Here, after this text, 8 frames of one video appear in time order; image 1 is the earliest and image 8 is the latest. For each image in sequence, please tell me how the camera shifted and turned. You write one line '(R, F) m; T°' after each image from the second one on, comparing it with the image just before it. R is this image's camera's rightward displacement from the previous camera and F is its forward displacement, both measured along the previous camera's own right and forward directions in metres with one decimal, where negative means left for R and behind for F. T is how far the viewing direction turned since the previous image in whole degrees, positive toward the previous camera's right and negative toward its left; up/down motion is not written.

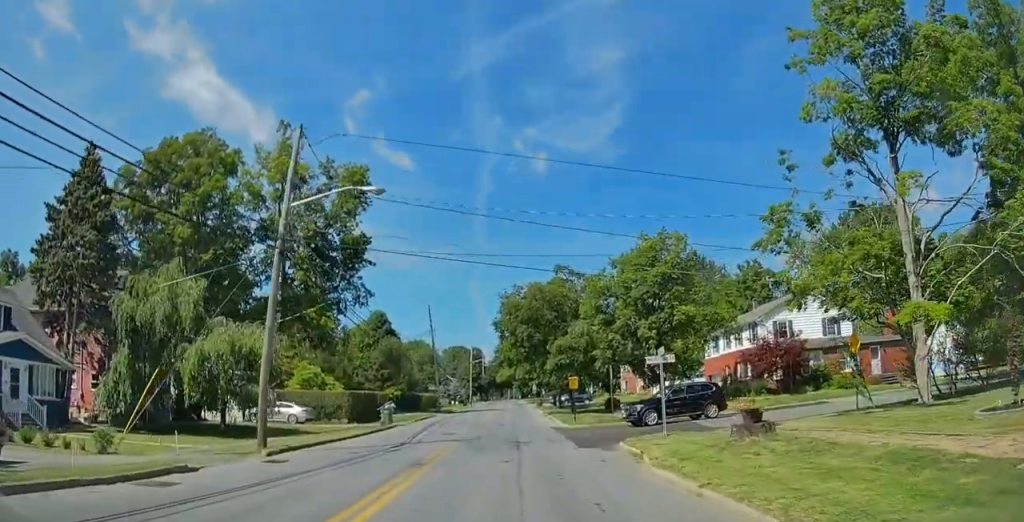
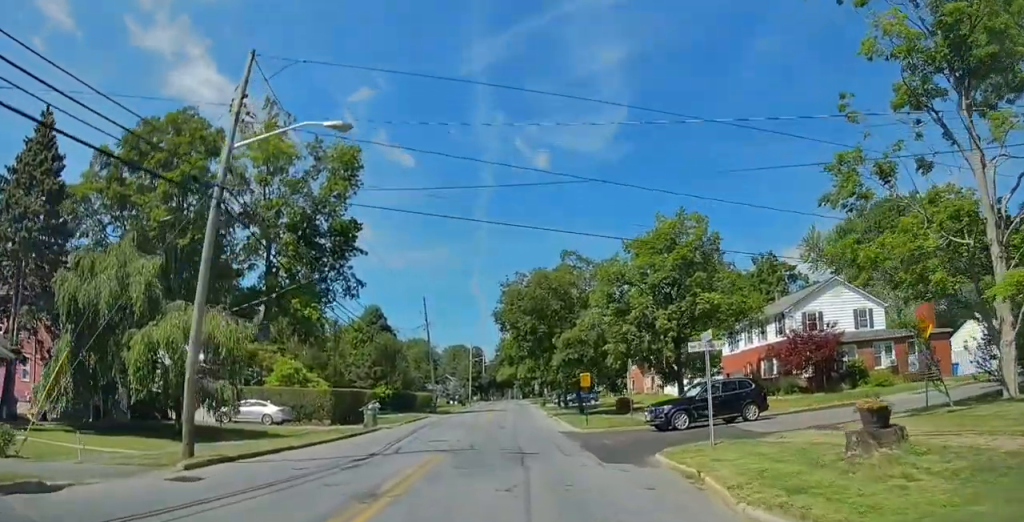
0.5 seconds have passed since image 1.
(0.0, +5.0) m; 0°
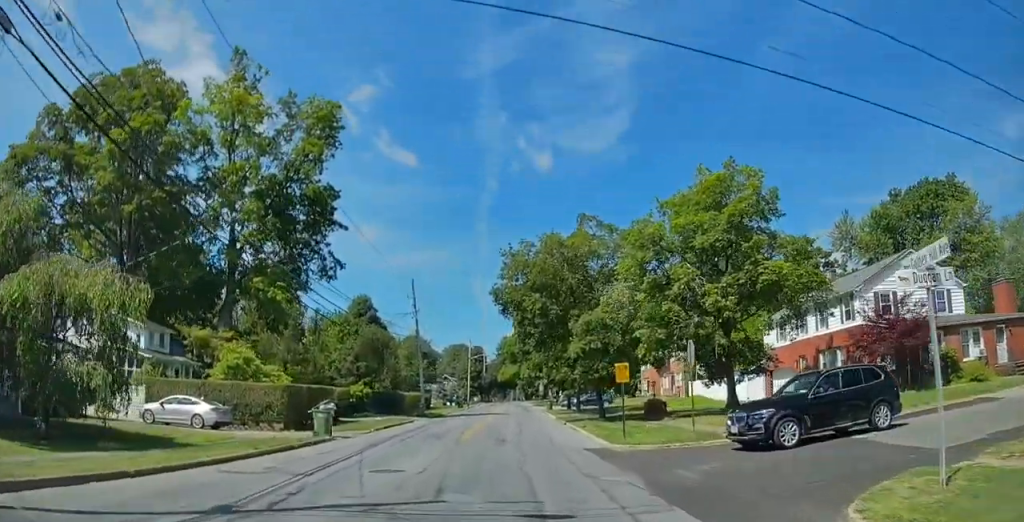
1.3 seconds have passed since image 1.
(-0.2, +9.6) m; -1°
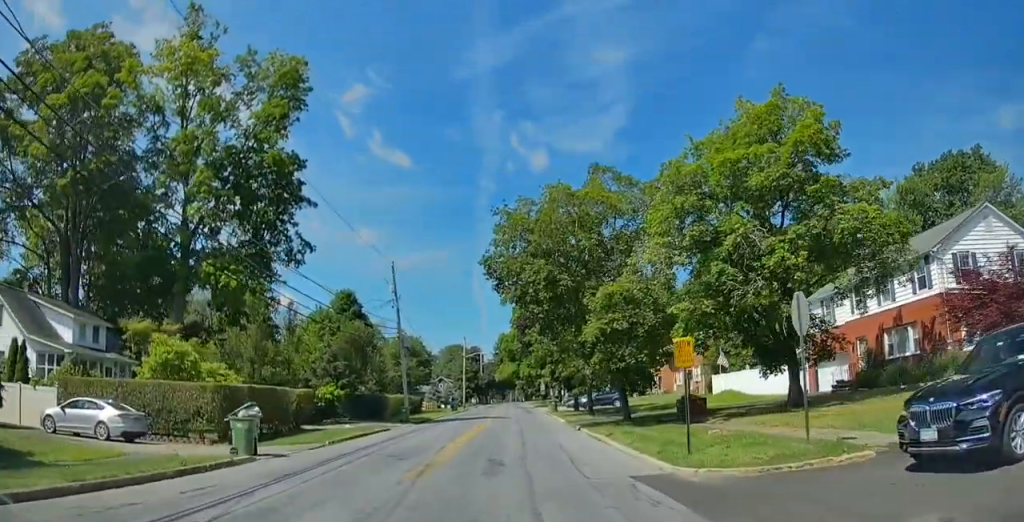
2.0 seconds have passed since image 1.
(0.0, +7.7) m; +1°
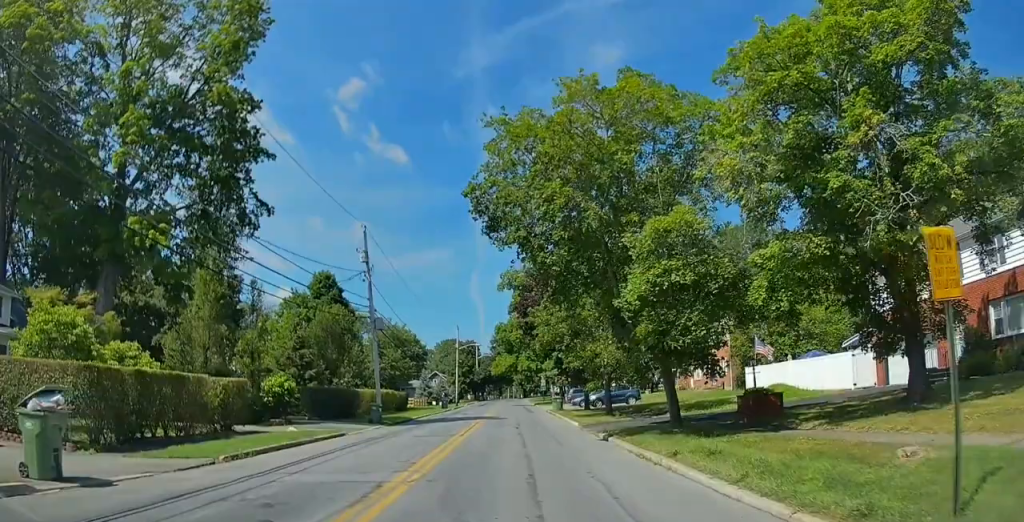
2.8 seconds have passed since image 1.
(+0.1, +8.9) m; +1°
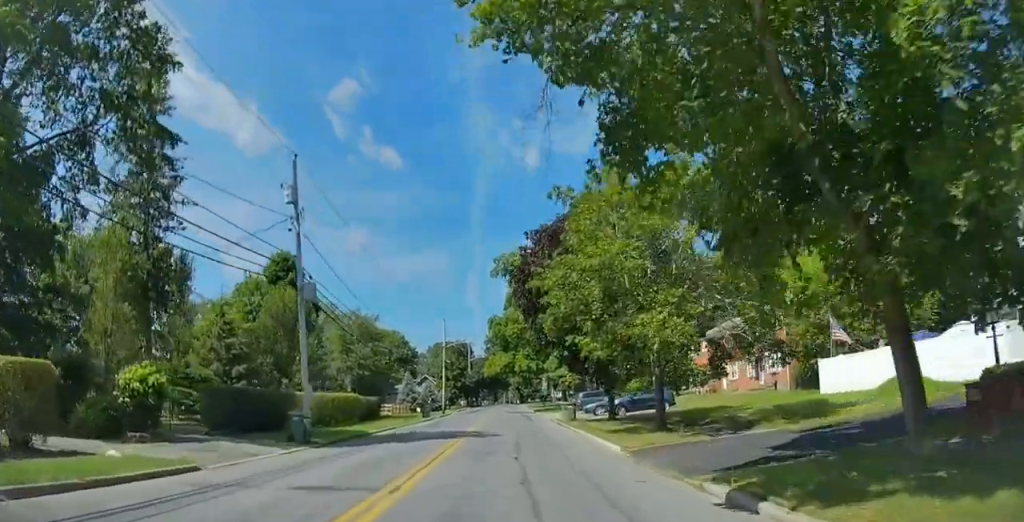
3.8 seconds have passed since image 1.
(+0.1, +12.1) m; 0°
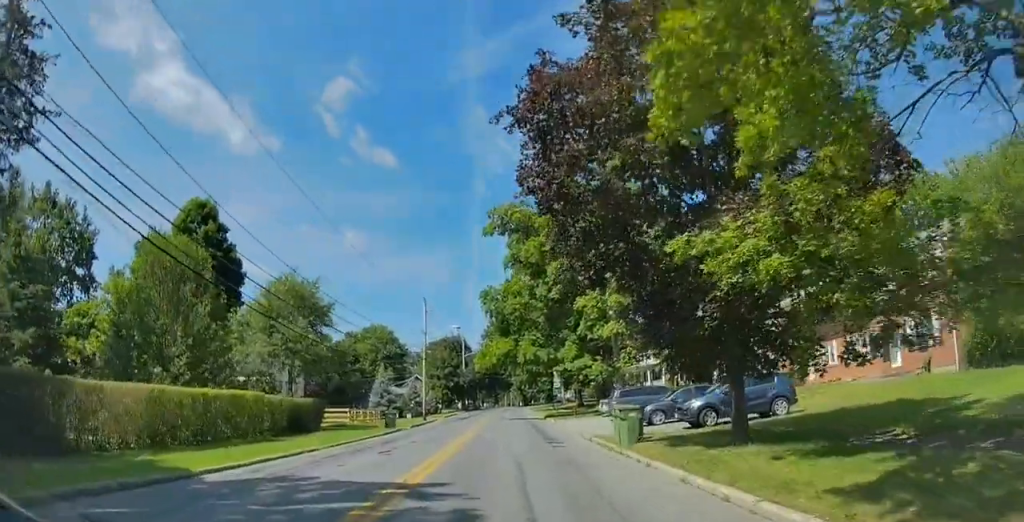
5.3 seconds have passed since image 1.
(-0.3, +17.5) m; -1°
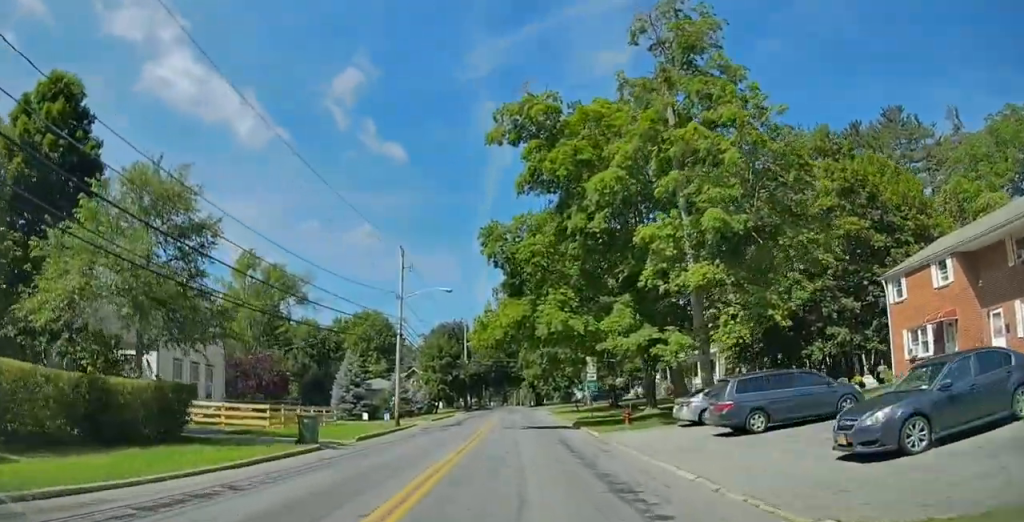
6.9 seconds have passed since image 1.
(-0.1, +17.8) m; 0°
